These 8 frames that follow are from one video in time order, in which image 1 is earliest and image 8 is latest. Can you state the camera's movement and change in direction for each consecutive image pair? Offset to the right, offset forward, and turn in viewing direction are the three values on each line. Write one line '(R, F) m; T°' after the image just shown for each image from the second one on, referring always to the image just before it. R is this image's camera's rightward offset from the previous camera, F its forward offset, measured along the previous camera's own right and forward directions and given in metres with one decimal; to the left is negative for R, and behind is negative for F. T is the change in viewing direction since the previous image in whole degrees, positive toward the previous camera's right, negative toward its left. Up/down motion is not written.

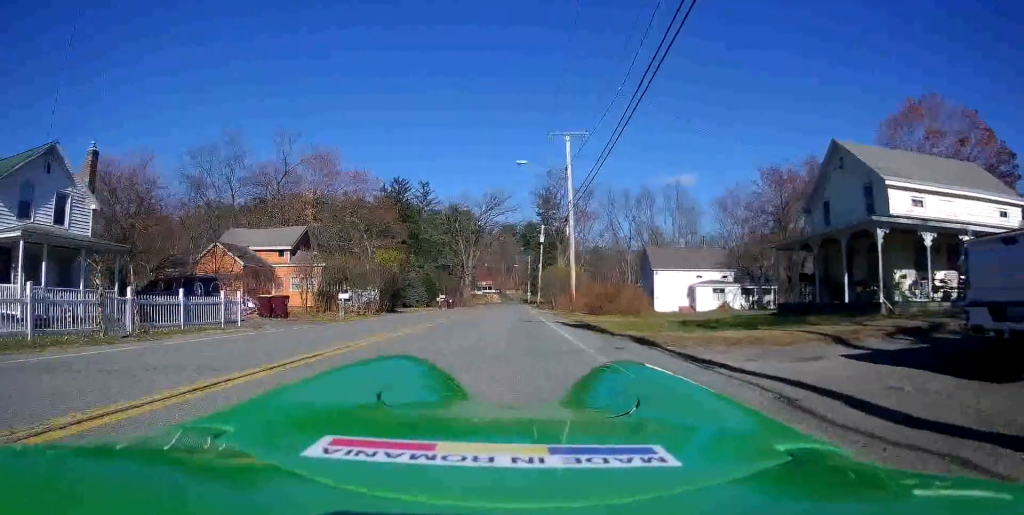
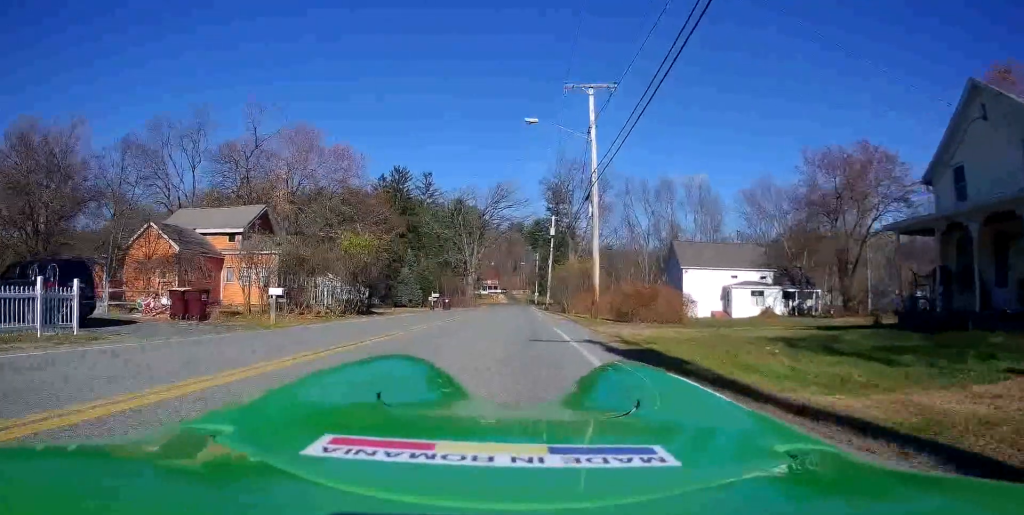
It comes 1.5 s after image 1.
(+0.1, +8.3) m; +1°
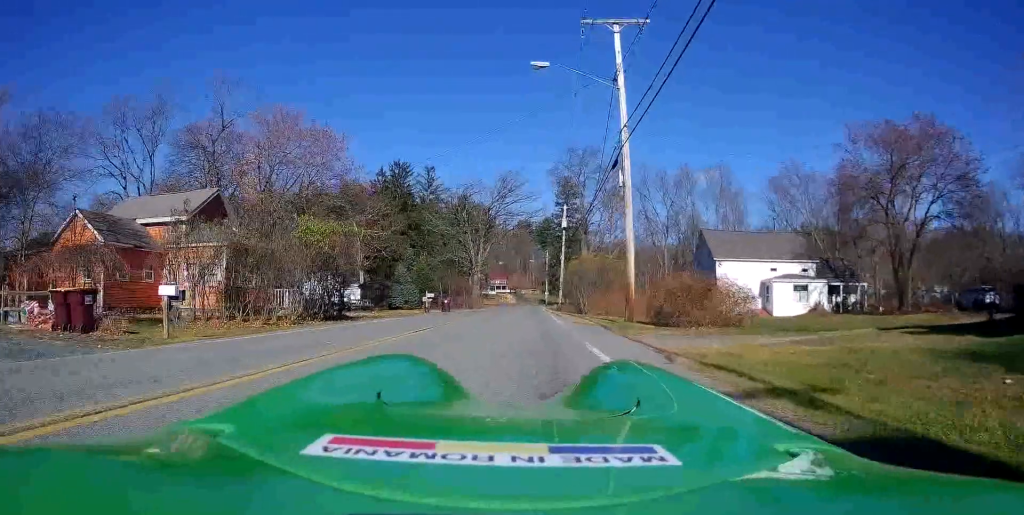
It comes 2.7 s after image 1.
(0.0, +6.7) m; +1°
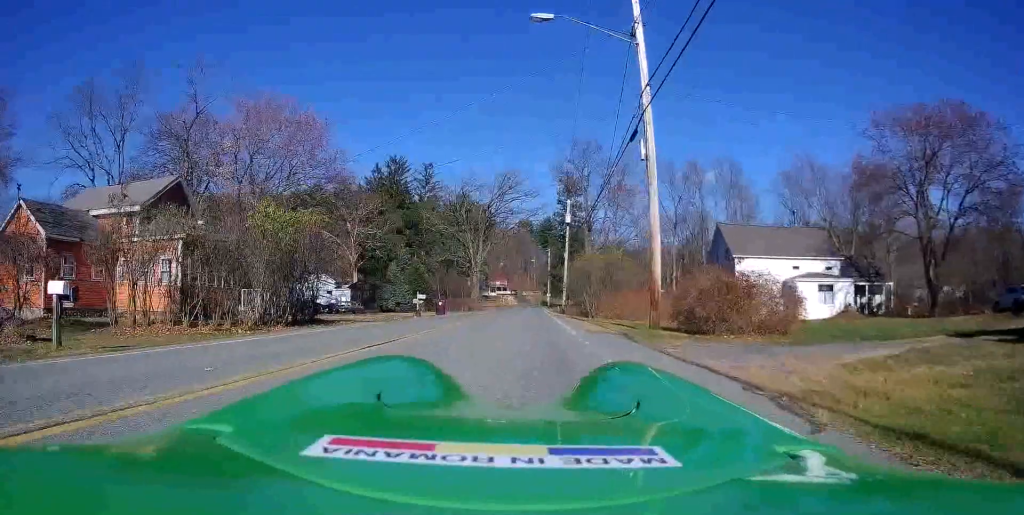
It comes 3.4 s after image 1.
(0.0, +3.7) m; +1°
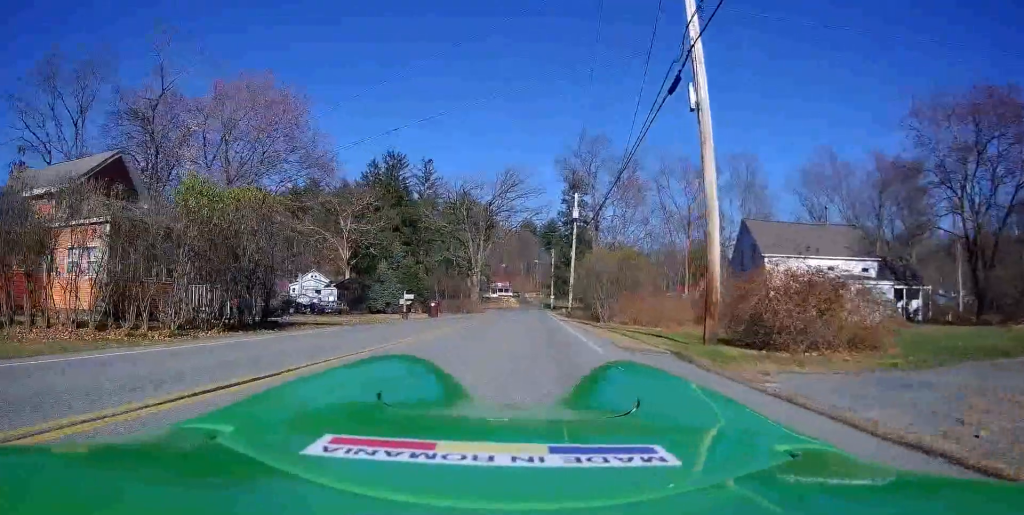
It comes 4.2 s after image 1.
(0.0, +4.5) m; -1°
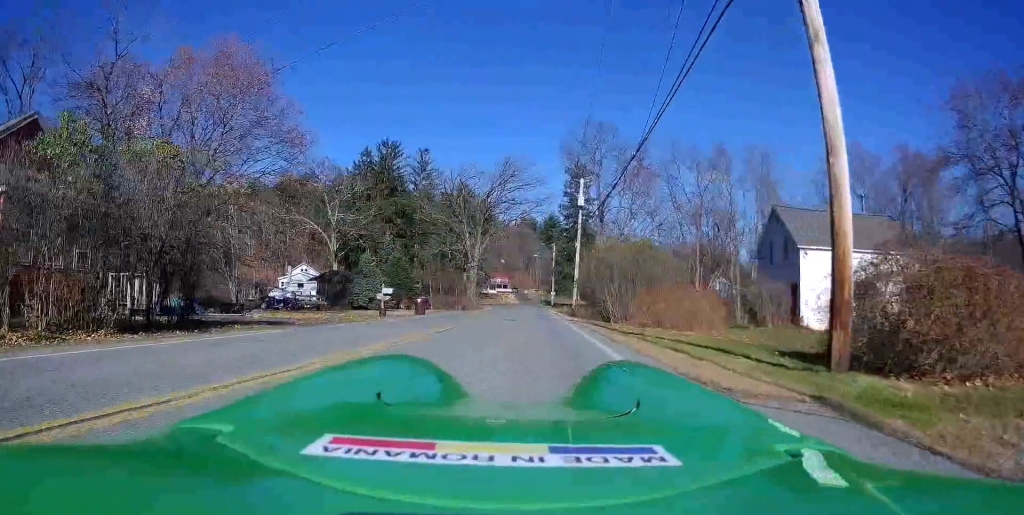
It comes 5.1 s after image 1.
(-0.1, +4.6) m; -2°
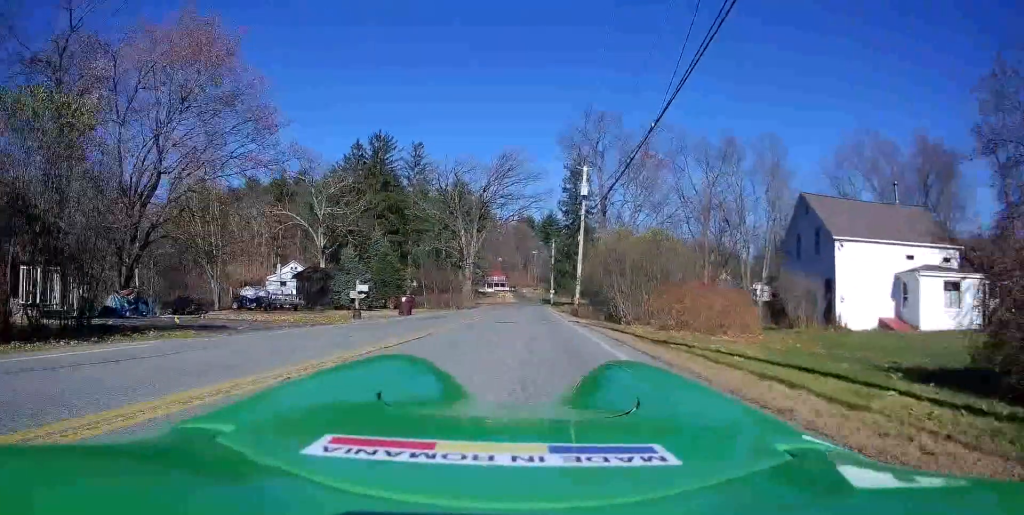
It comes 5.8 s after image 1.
(-0.1, +3.7) m; +1°
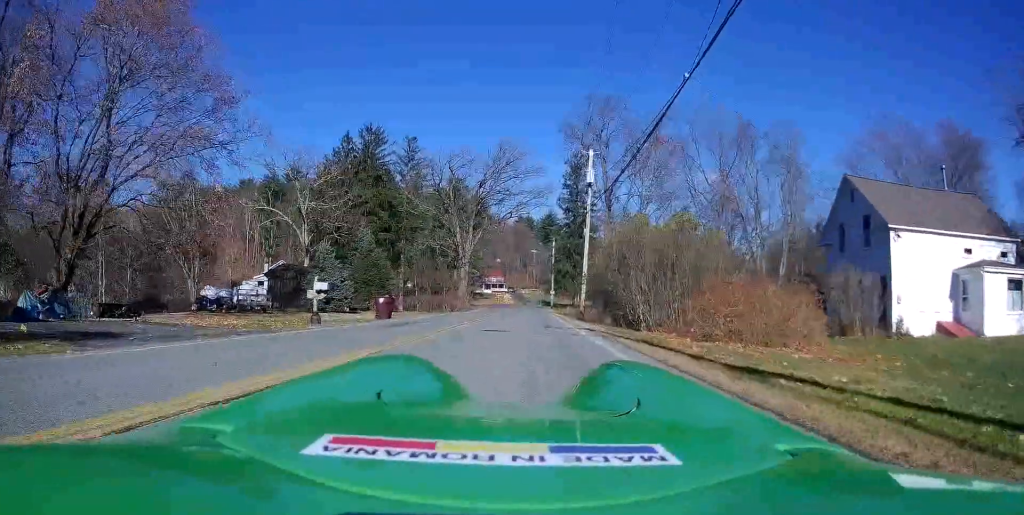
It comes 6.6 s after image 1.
(0.0, +4.4) m; +2°
